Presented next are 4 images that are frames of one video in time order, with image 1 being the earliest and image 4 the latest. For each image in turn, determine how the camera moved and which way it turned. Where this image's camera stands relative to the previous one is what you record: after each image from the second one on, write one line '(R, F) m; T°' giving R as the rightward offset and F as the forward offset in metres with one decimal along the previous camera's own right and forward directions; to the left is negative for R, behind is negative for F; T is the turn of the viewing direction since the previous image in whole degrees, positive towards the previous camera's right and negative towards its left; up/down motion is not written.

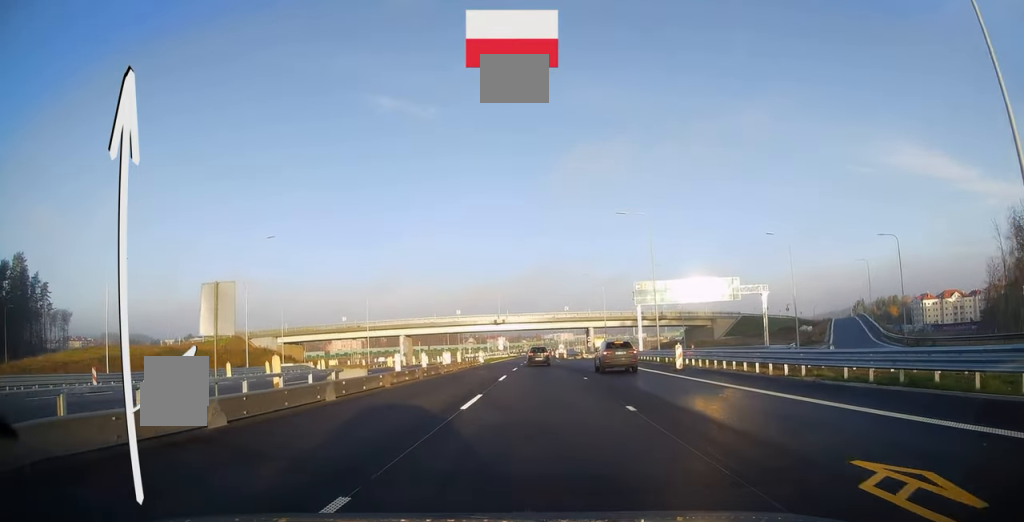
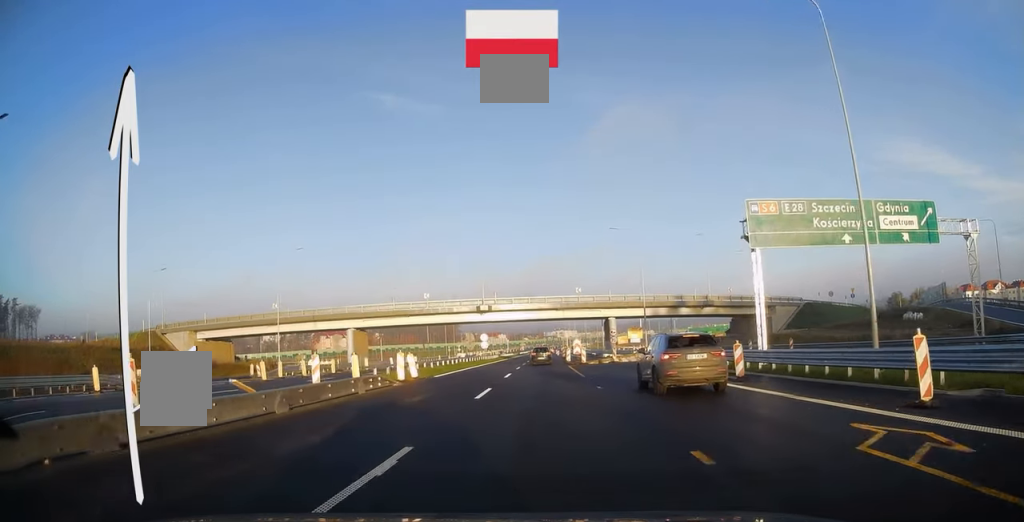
(+0.2, +32.7) m; +1°
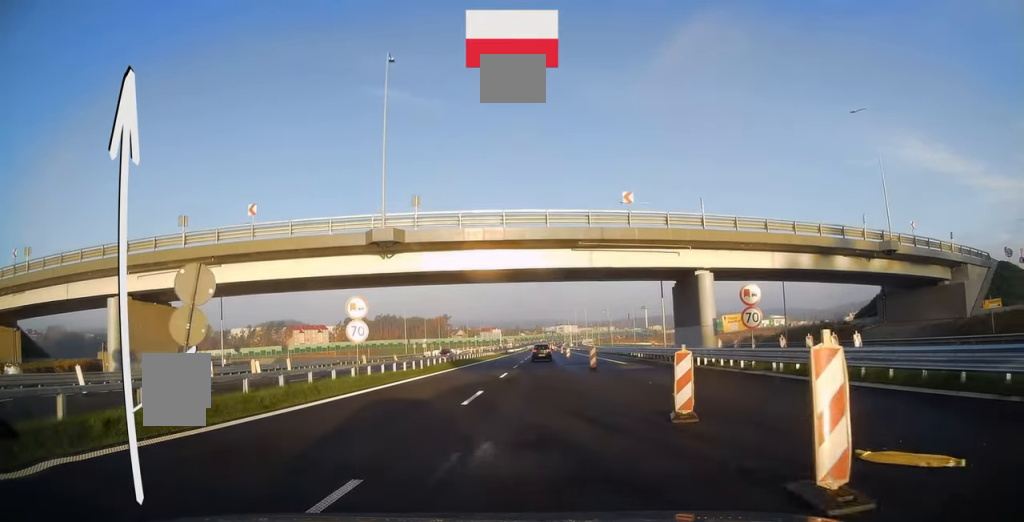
(0.0, +50.3) m; 0°
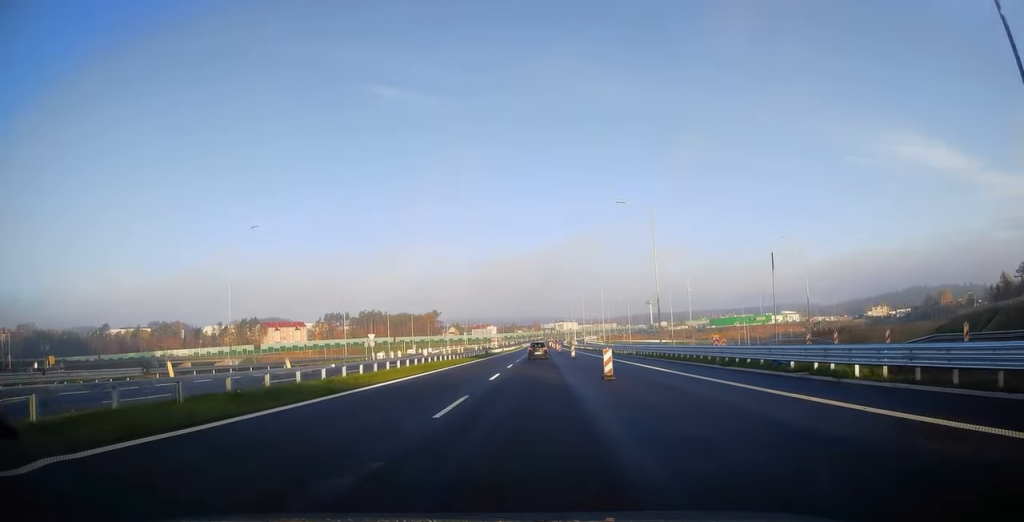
(+0.1, +39.1) m; 0°
